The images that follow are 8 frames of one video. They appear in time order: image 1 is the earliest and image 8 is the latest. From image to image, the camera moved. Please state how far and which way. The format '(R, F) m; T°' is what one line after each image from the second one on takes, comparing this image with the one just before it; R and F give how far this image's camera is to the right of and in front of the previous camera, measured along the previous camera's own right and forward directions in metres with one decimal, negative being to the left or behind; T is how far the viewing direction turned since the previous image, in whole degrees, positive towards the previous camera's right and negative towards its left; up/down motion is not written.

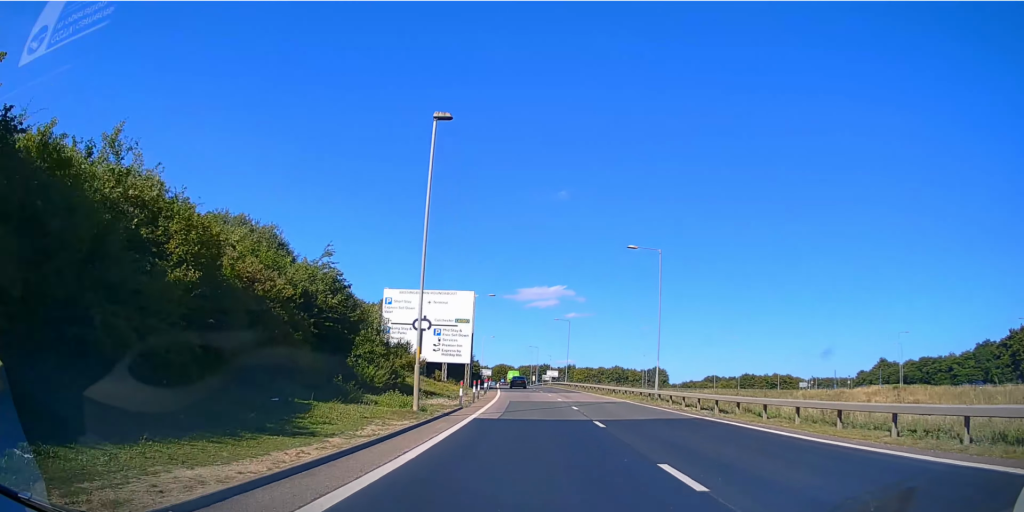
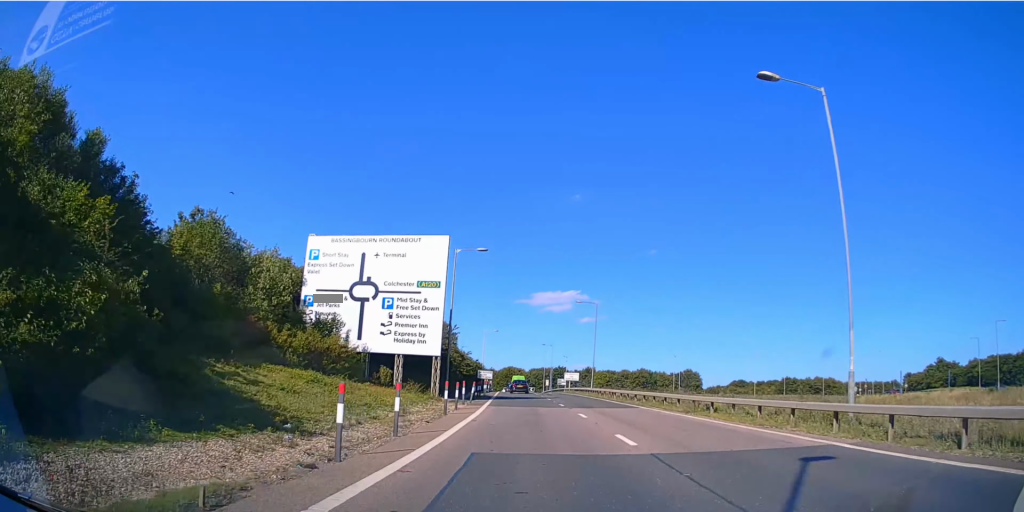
(-0.4, +25.7) m; -1°
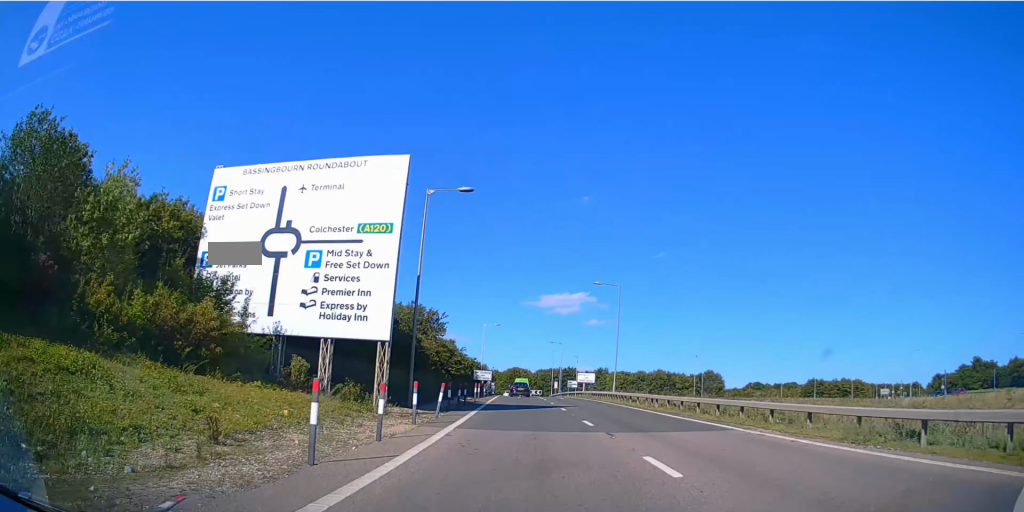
(-0.1, +13.7) m; -1°
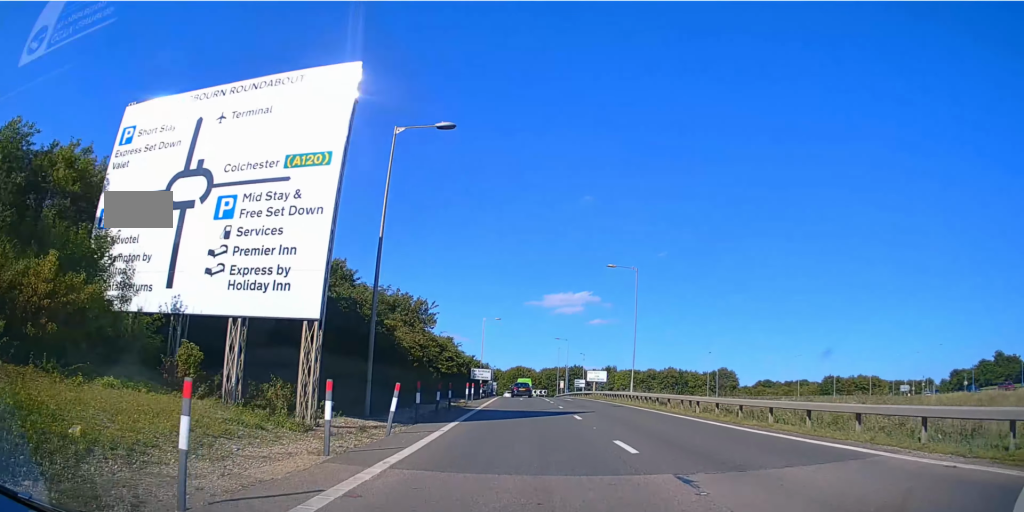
(0.0, +7.9) m; -1°
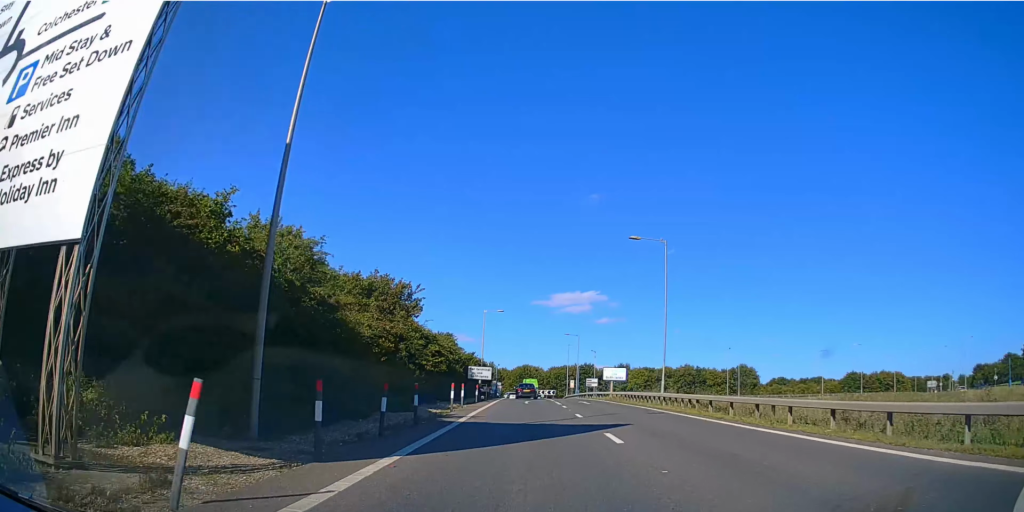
(-0.1, +10.2) m; -1°
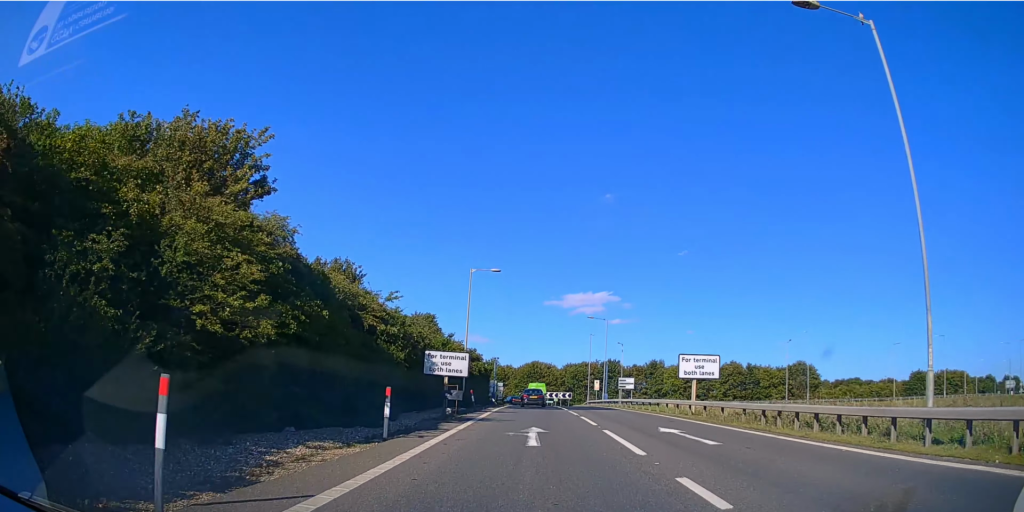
(-0.4, +27.5) m; -2°
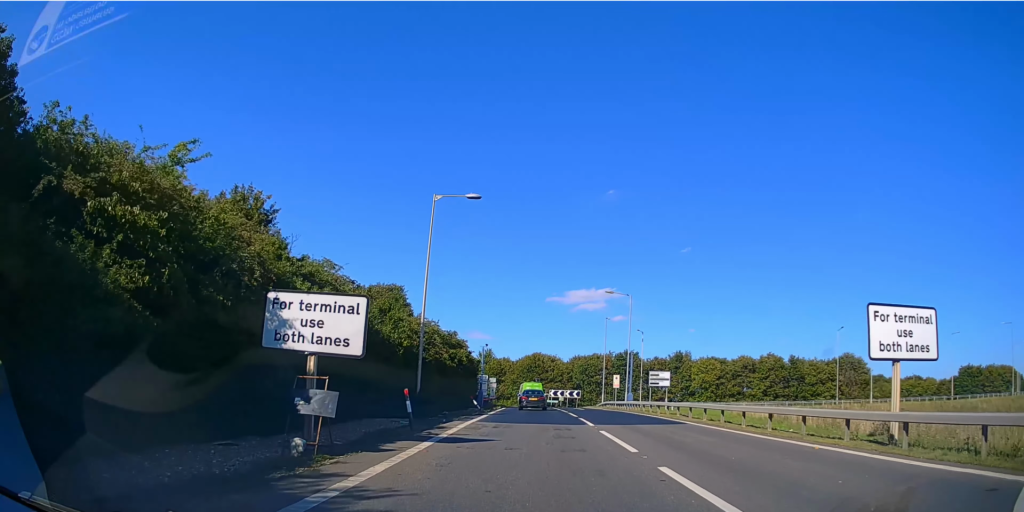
(-0.2, +17.8) m; -1°
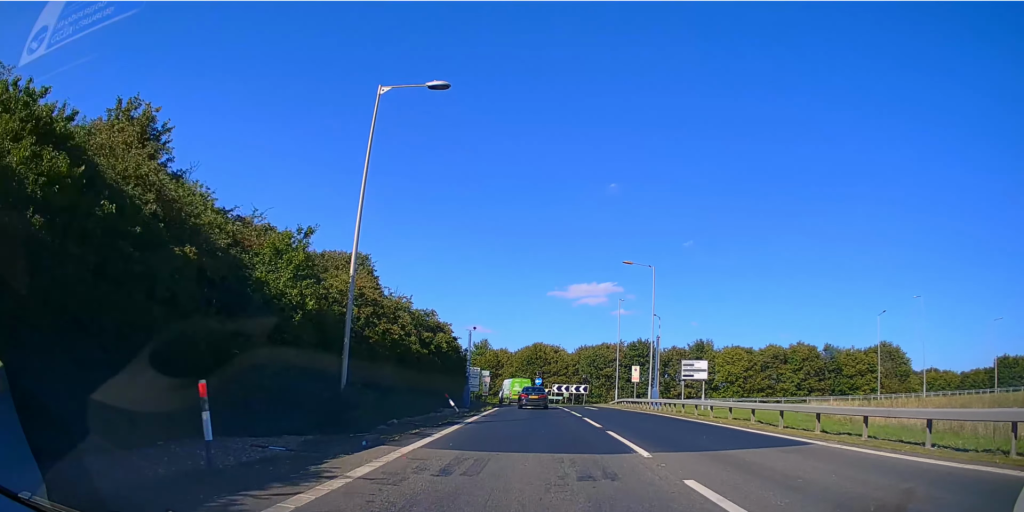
(0.0, +10.5) m; +1°
